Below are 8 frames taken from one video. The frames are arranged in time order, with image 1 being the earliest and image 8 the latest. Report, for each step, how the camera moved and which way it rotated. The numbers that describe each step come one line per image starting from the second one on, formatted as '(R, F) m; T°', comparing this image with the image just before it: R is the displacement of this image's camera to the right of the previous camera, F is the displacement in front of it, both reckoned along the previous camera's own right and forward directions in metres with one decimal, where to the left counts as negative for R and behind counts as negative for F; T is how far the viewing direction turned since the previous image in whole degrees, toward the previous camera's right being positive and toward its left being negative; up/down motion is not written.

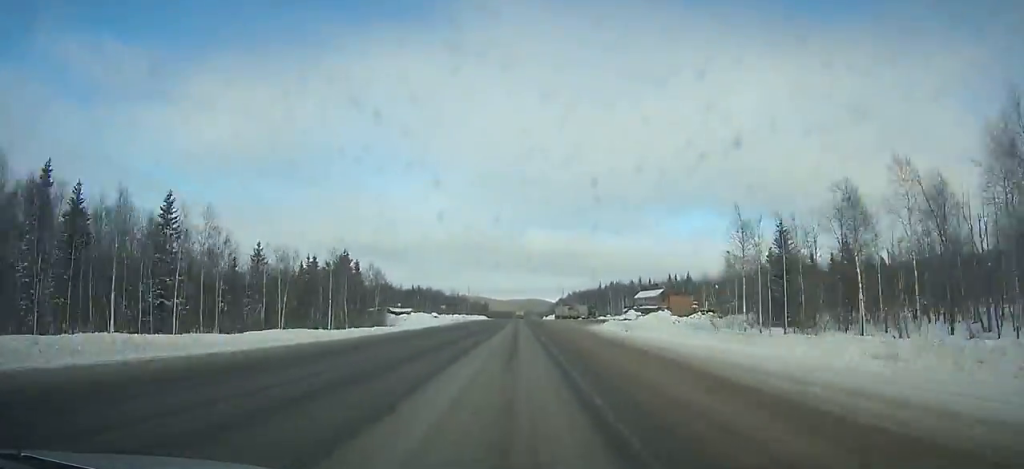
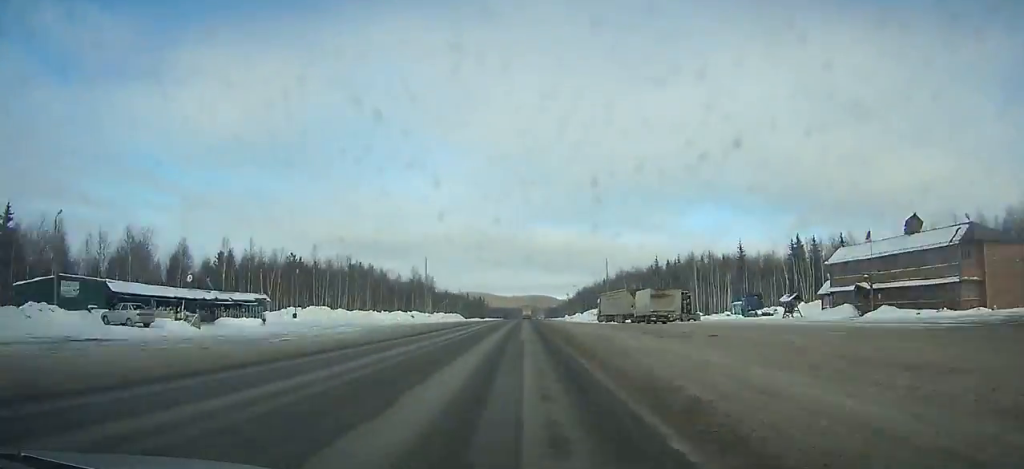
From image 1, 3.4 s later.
(0.0, +93.1) m; 0°
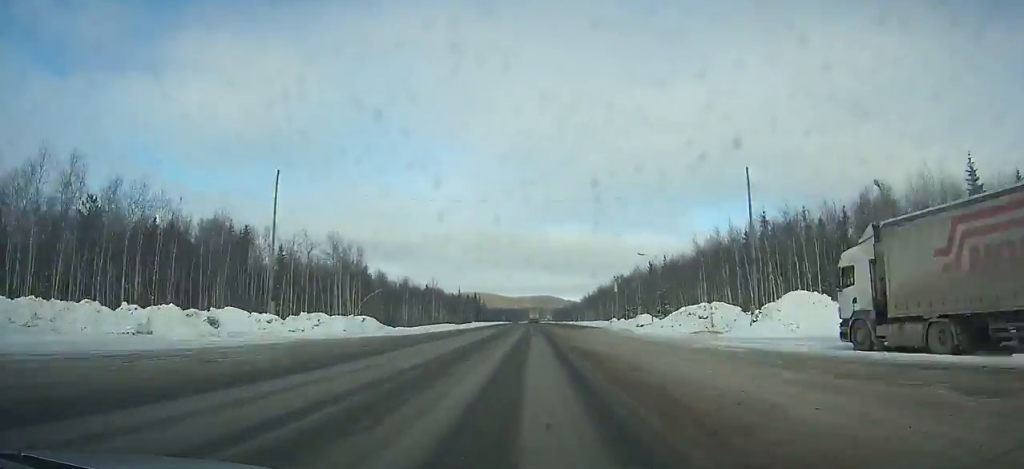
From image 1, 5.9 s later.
(-0.1, +66.9) m; 0°
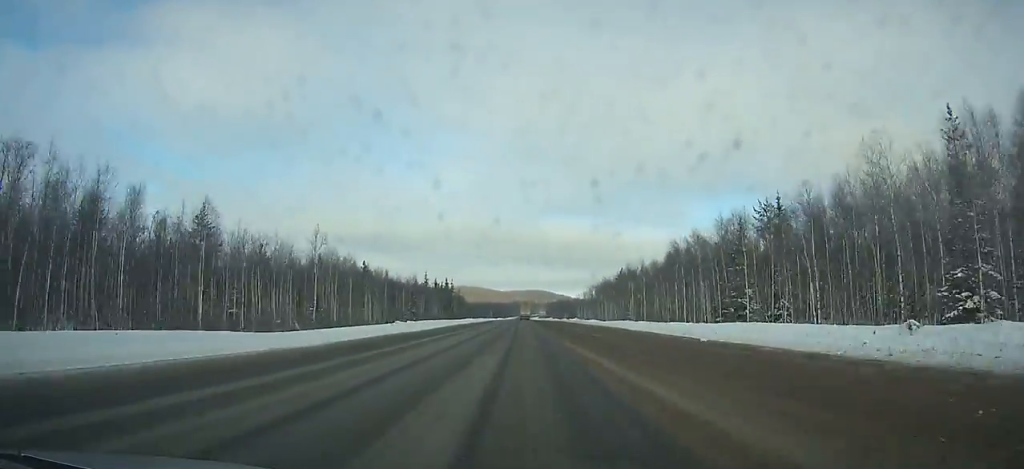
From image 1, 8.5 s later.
(+0.1, +68.4) m; 0°
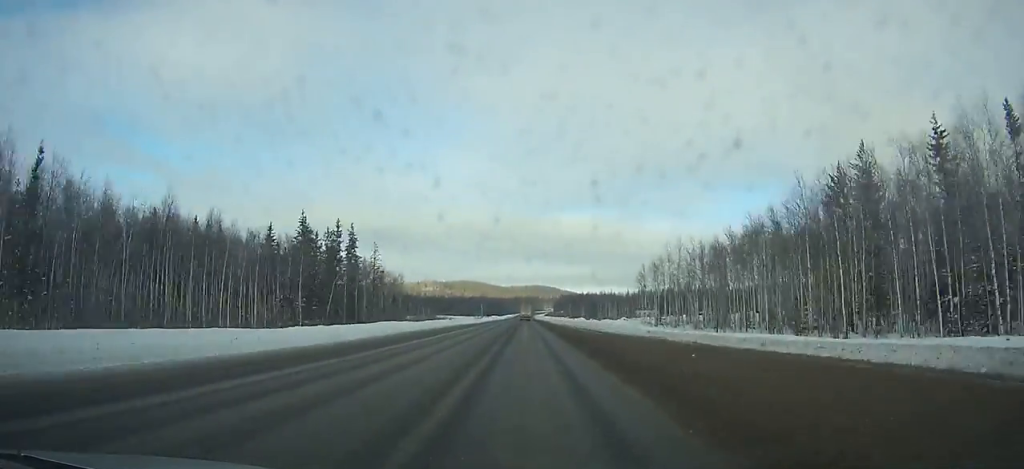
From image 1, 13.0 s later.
(+0.1, +116.9) m; 0°
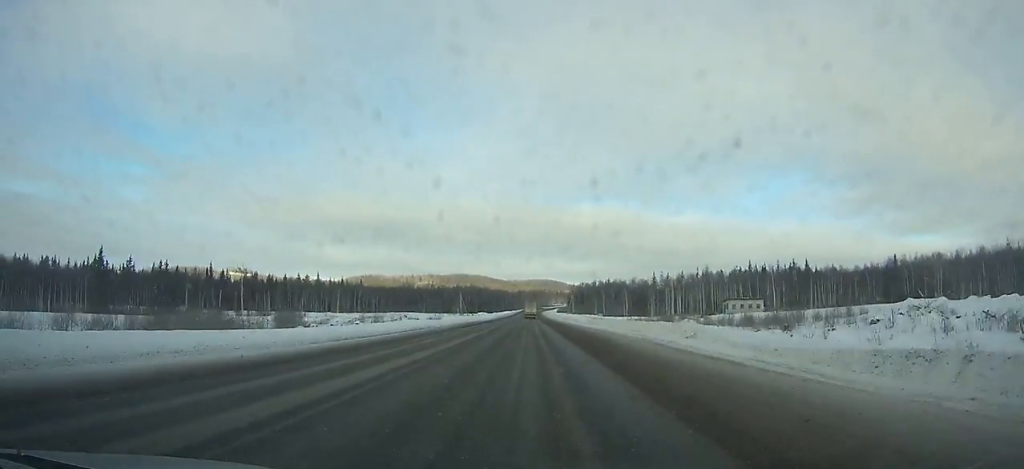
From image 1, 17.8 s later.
(0.0, +124.5) m; 0°
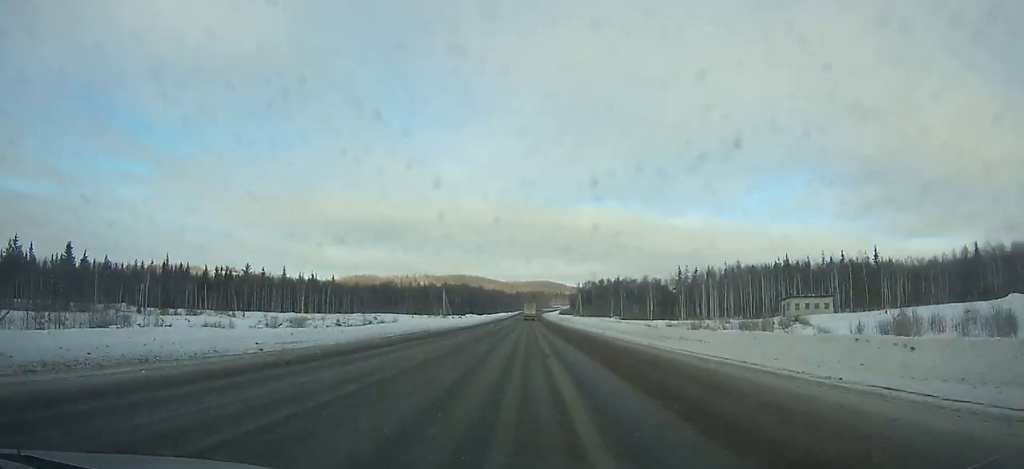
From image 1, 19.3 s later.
(0.0, +39.2) m; 0°
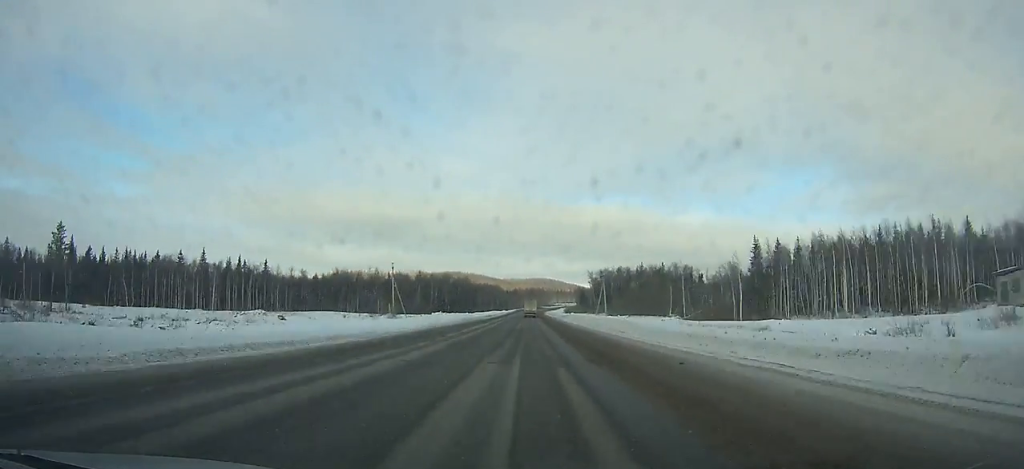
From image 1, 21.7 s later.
(+0.1, +63.1) m; 0°
